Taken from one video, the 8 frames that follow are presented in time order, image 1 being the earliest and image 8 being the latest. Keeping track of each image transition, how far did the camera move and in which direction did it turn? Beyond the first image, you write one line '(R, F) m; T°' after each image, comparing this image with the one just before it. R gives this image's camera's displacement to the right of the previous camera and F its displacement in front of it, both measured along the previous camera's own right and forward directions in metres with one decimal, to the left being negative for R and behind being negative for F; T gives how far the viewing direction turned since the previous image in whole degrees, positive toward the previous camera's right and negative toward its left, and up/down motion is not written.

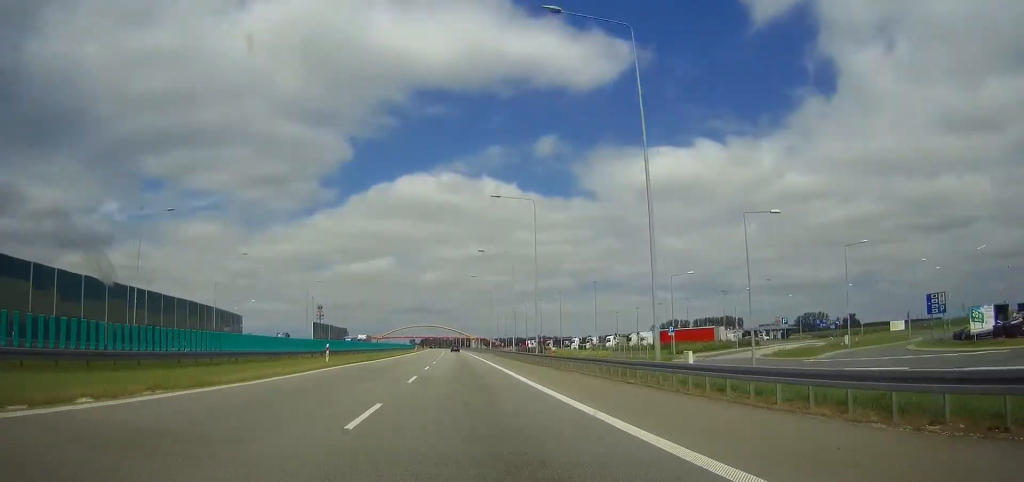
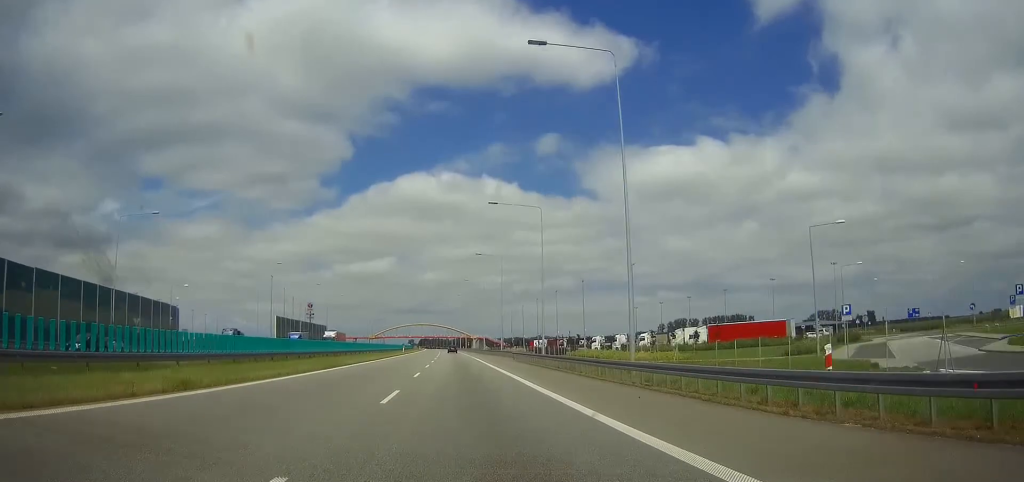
(0.0, +31.8) m; 0°
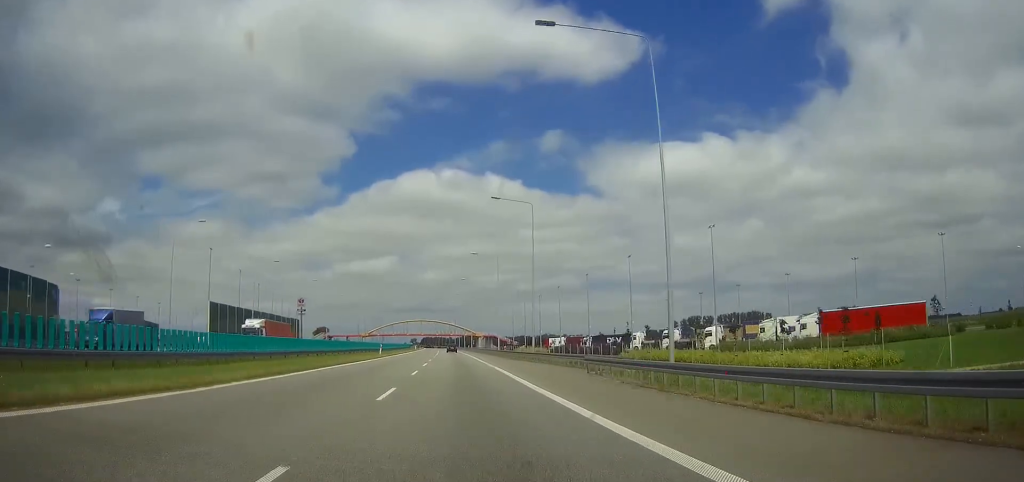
(-0.1, +35.9) m; -1°
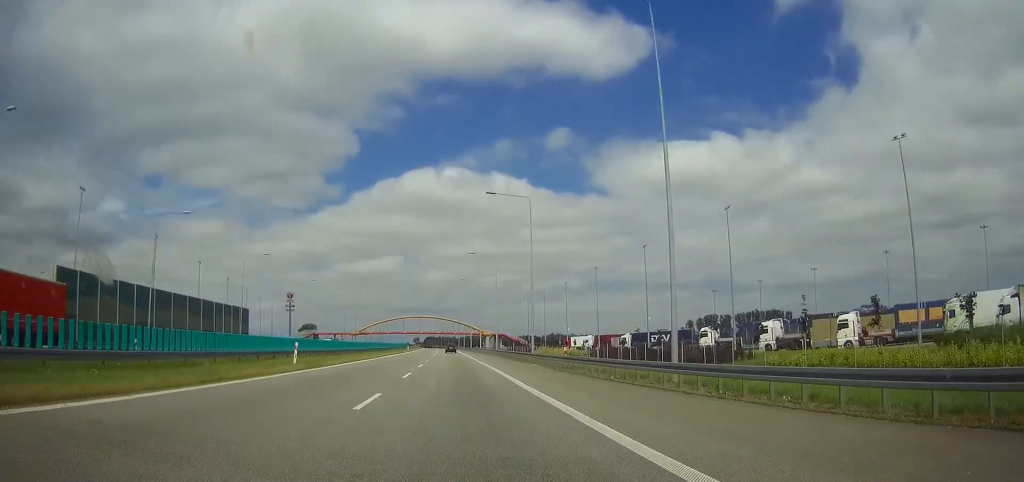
(-0.5, +38.4) m; -1°
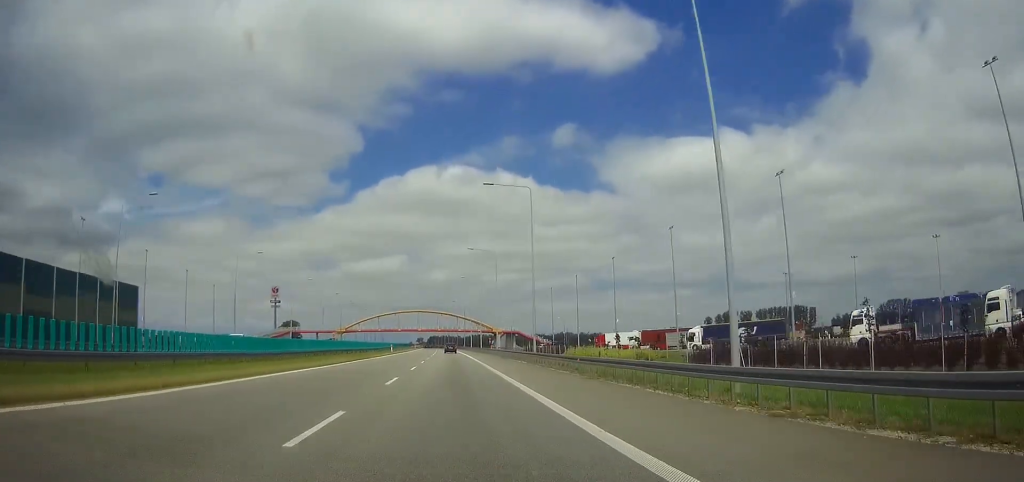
(-0.3, +40.8) m; 0°
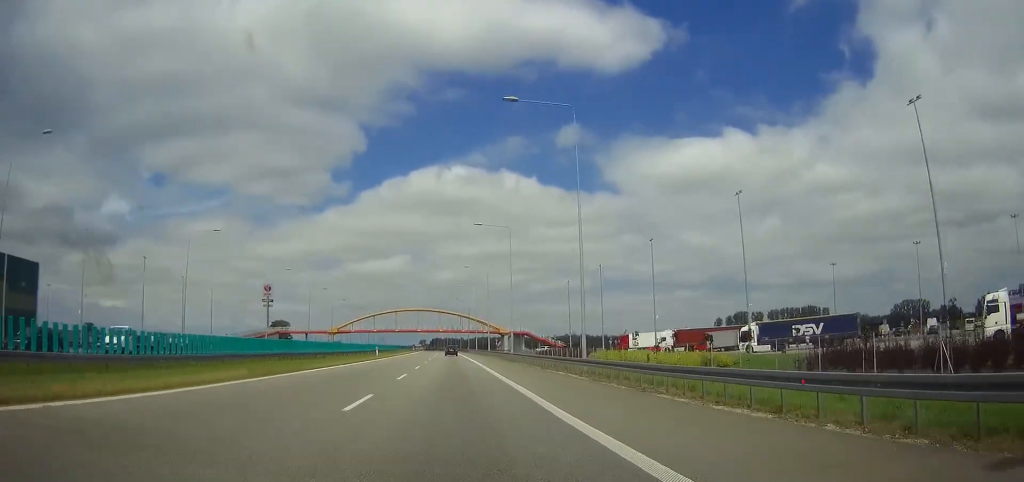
(0.0, +19.6) m; 0°
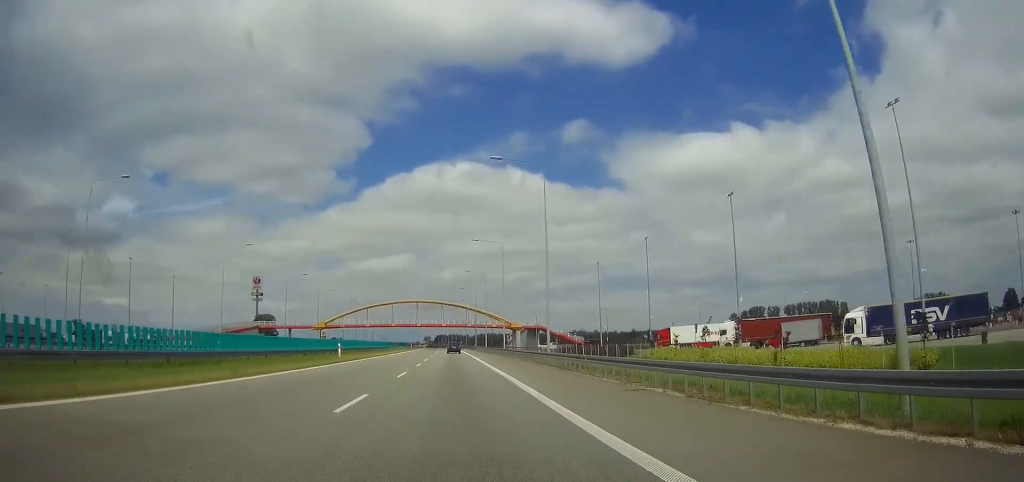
(0.0, +25.0) m; 0°
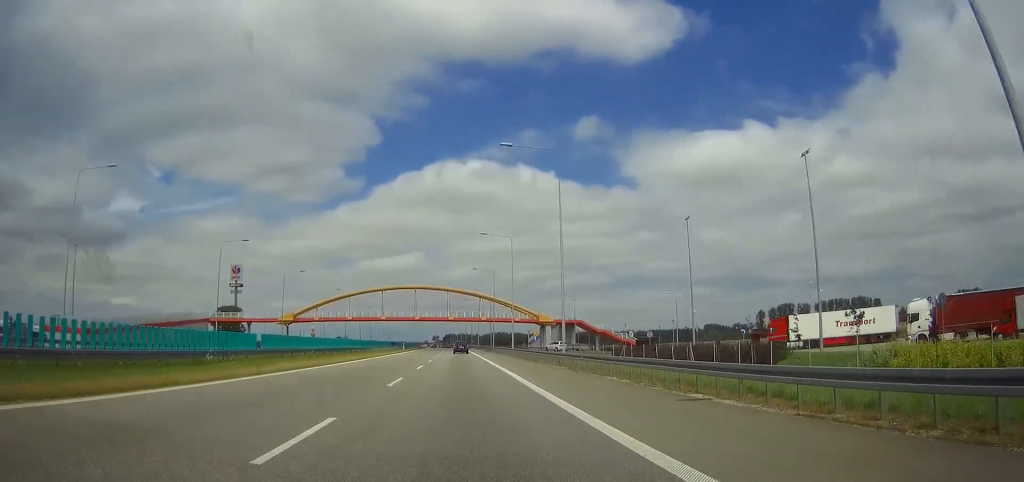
(0.0, +41.5) m; 0°
